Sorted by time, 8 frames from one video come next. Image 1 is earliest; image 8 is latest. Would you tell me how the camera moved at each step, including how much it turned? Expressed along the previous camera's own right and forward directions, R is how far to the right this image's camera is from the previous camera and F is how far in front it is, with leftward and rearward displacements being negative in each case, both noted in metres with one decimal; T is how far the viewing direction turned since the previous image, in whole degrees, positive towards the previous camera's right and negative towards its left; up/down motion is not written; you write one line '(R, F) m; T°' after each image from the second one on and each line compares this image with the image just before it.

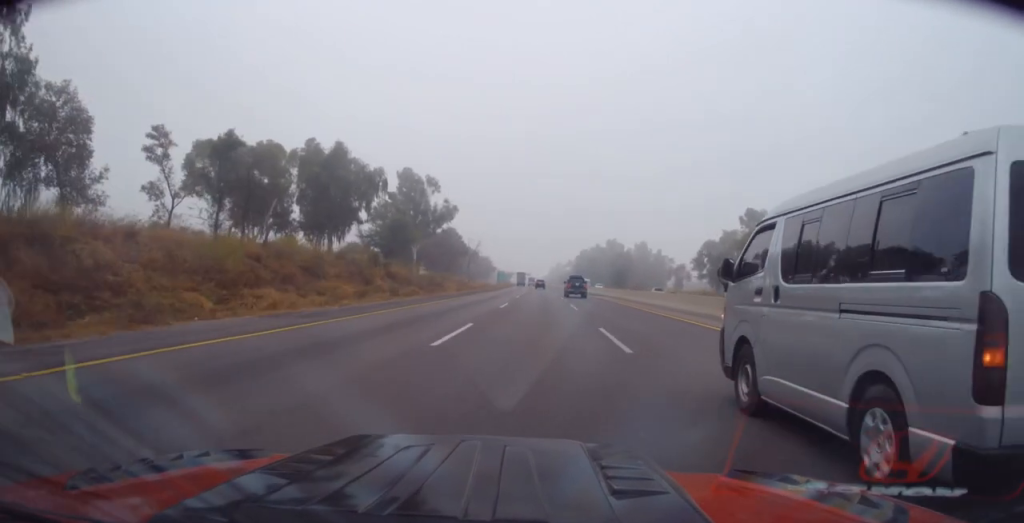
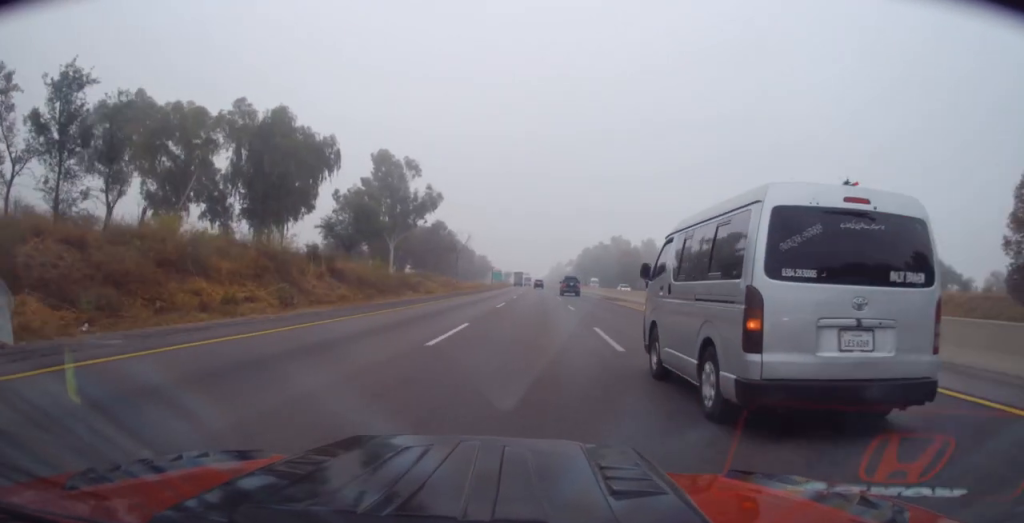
(+0.4, +17.6) m; 0°
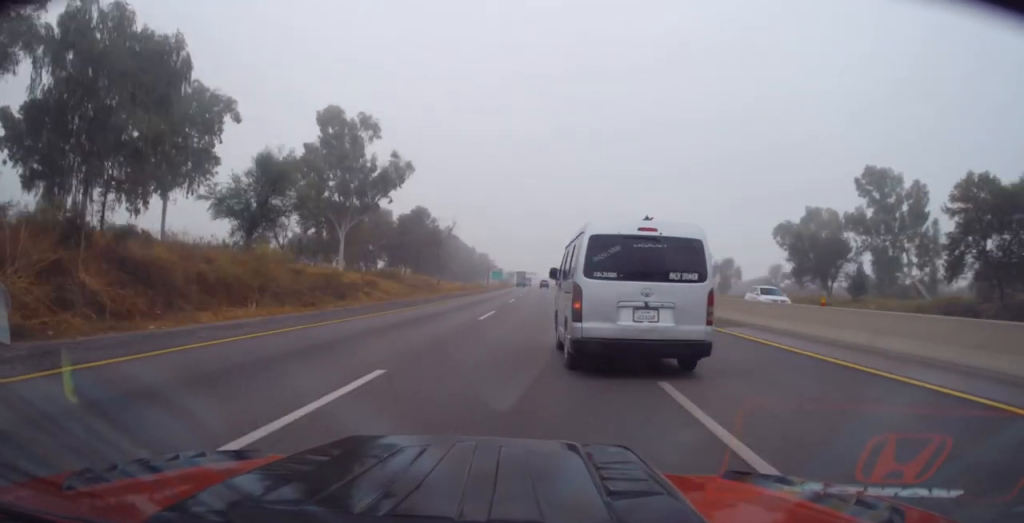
(-0.6, +27.6) m; -2°
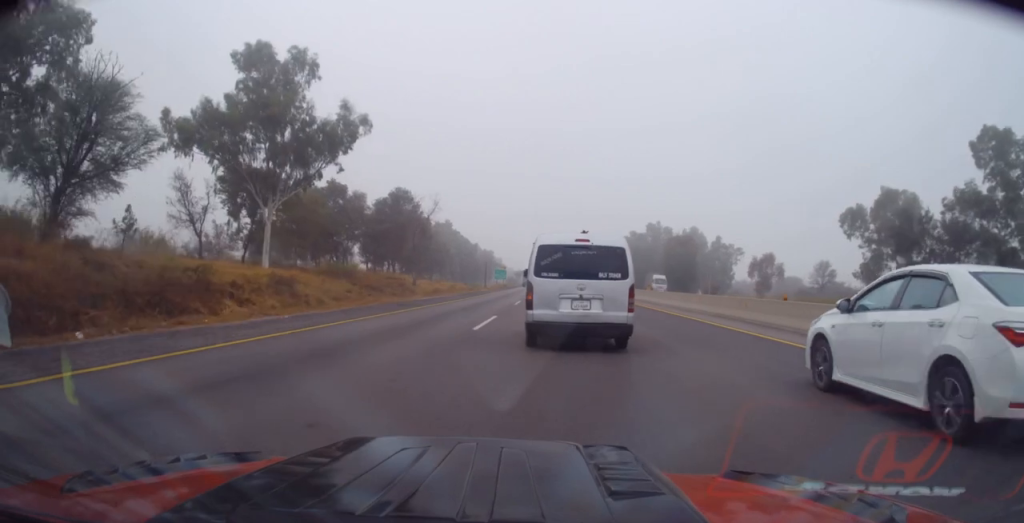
(0.0, +22.3) m; 0°
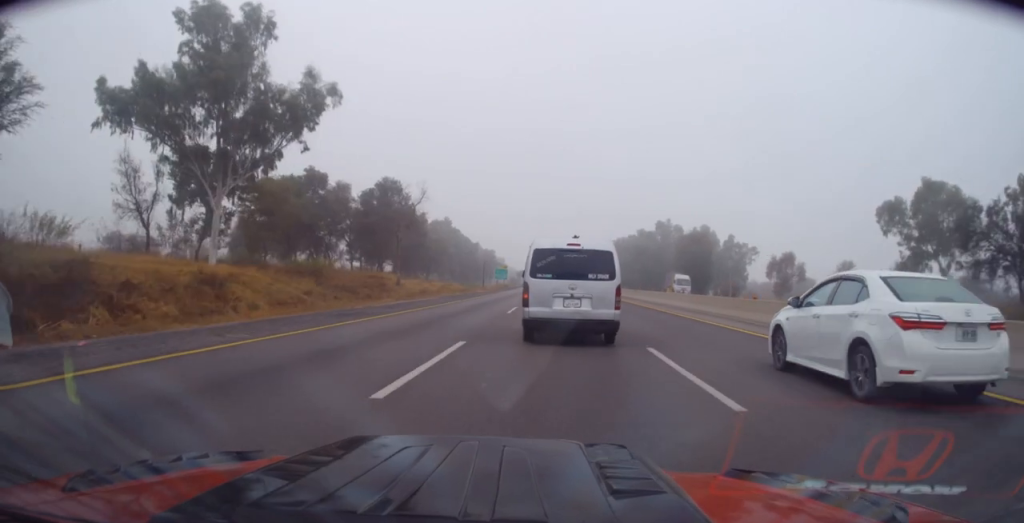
(0.0, +9.3) m; 0°
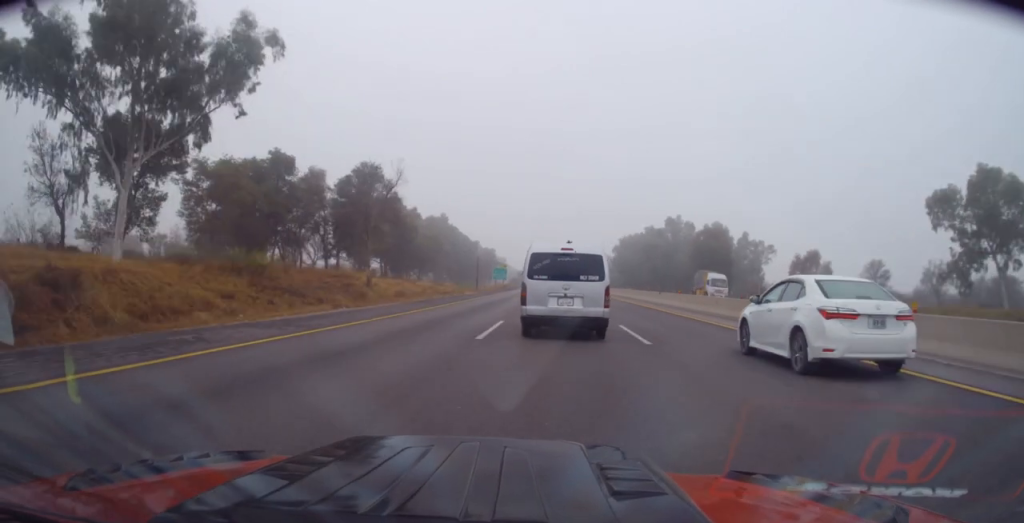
(0.0, +10.9) m; 0°
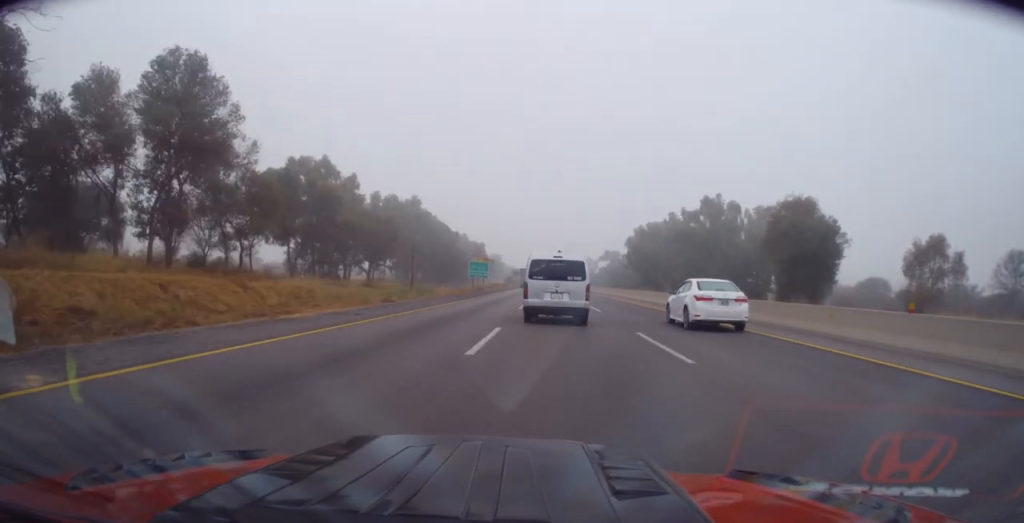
(-0.2, +38.9) m; 0°
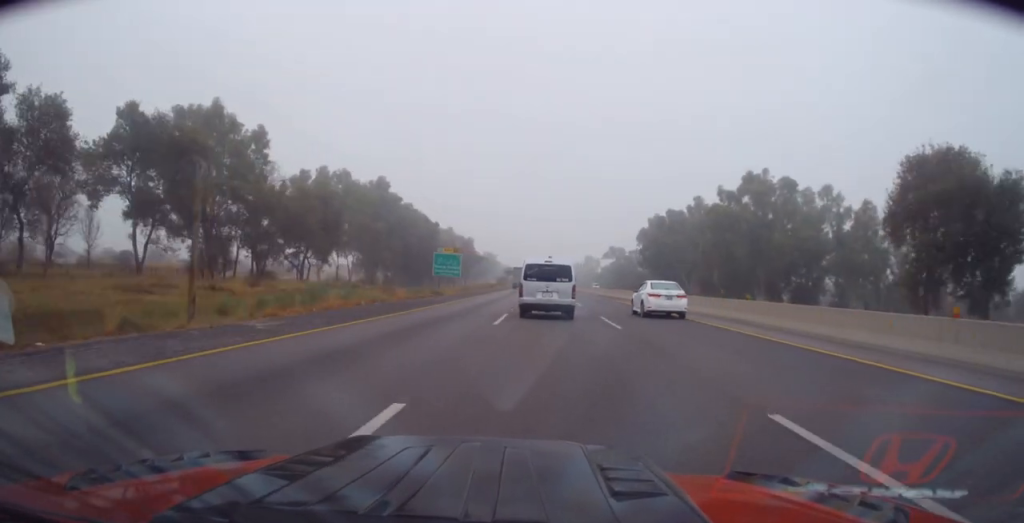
(0.0, +28.2) m; -1°
